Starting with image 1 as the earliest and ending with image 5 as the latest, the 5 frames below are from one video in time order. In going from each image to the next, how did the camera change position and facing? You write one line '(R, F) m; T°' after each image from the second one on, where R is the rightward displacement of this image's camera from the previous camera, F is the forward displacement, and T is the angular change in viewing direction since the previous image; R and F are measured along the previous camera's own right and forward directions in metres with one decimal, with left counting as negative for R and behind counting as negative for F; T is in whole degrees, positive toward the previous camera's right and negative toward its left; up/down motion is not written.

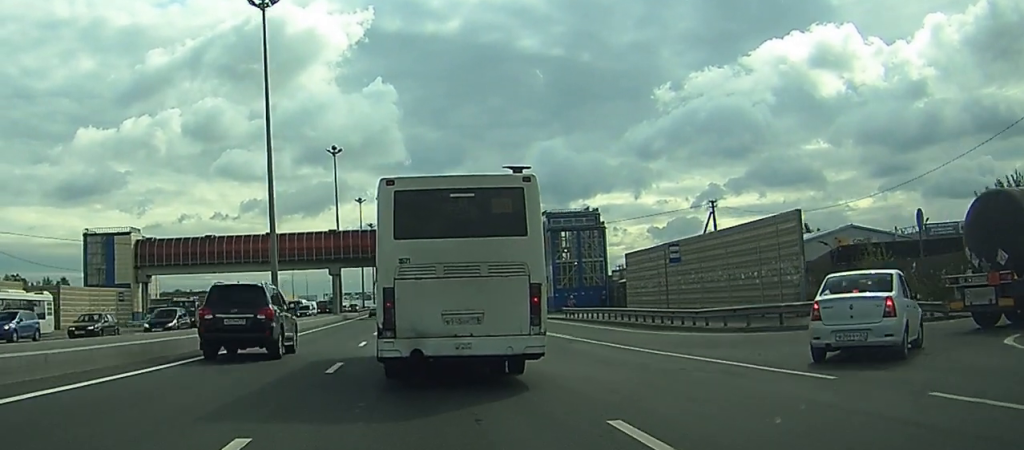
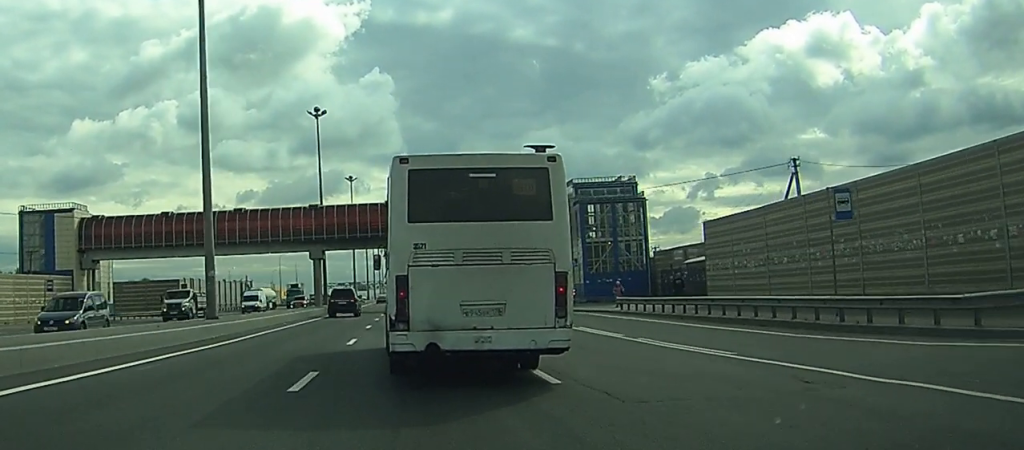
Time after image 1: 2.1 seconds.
(0.0, +15.3) m; 0°
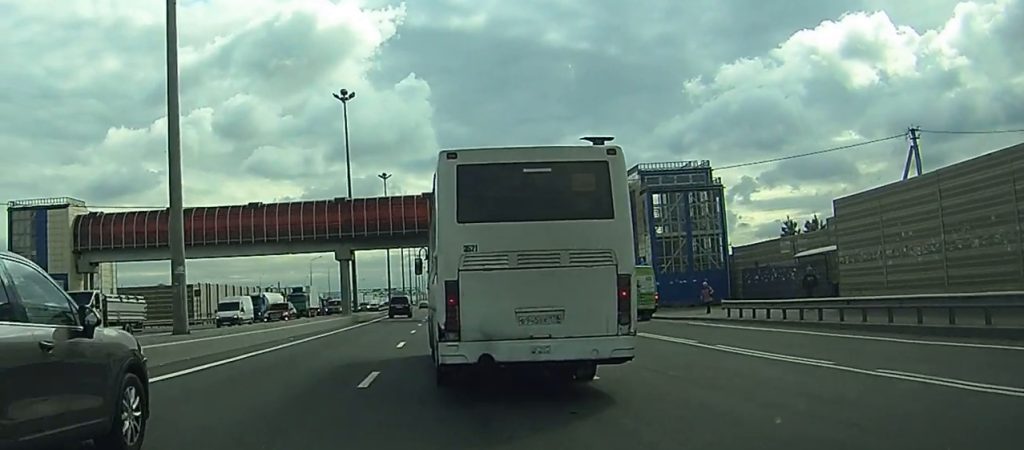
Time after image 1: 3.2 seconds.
(0.0, +10.3) m; -1°
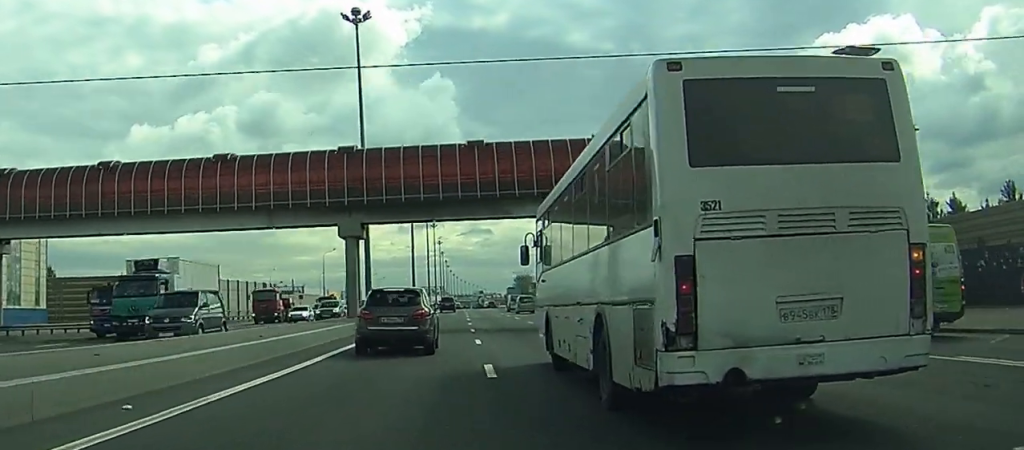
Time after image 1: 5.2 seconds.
(-0.6, +21.6) m; -2°
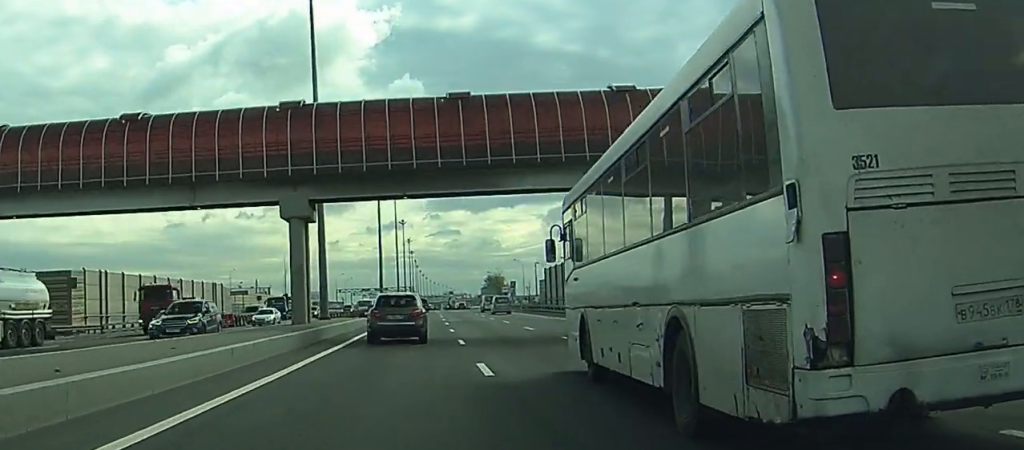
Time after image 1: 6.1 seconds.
(0.0, +10.8) m; +1°
